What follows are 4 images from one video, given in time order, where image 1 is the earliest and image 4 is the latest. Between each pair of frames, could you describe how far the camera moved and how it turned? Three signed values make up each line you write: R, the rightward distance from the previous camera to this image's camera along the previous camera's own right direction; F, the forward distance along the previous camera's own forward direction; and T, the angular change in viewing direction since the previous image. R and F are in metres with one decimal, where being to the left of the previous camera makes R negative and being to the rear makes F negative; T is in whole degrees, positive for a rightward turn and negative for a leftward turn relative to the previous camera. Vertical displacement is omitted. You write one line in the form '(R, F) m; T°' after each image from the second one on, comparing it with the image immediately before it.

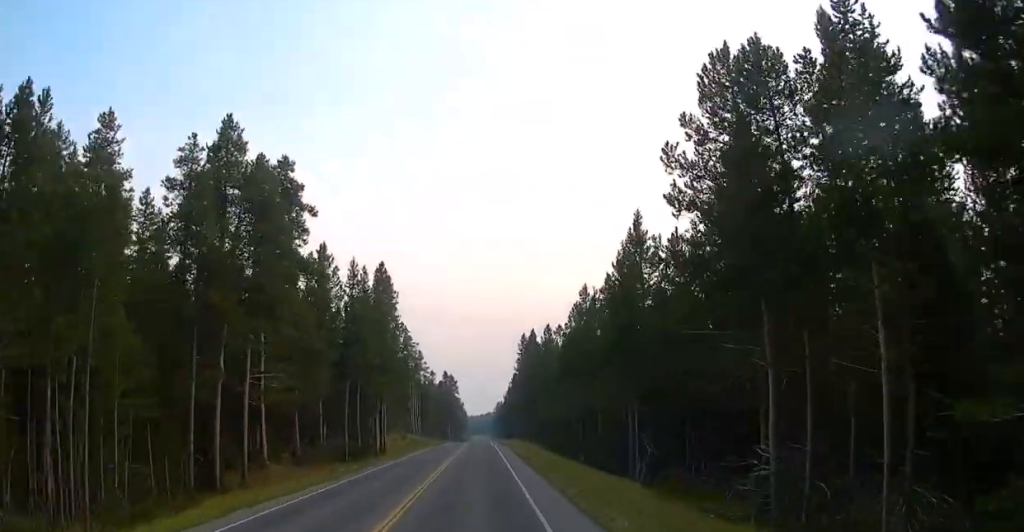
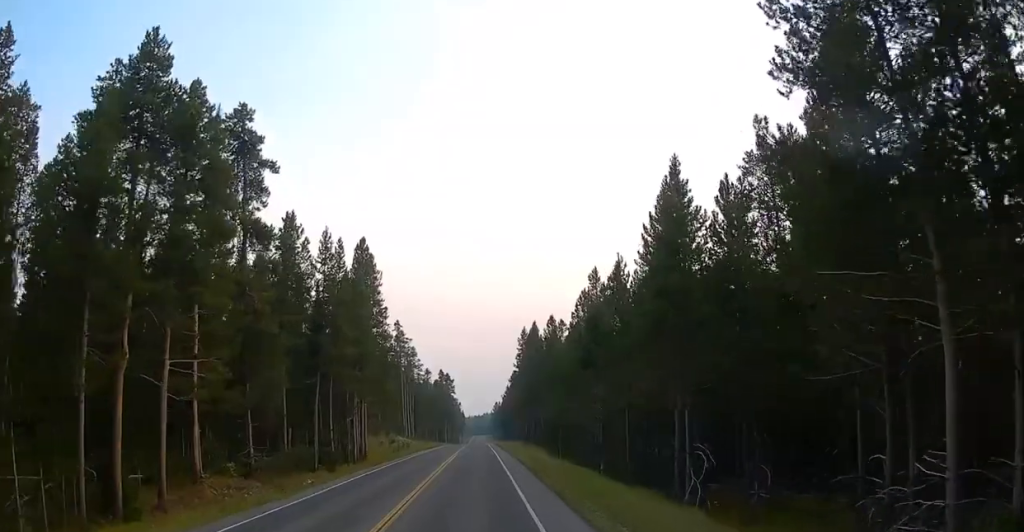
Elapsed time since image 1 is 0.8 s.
(0.0, +9.0) m; 0°
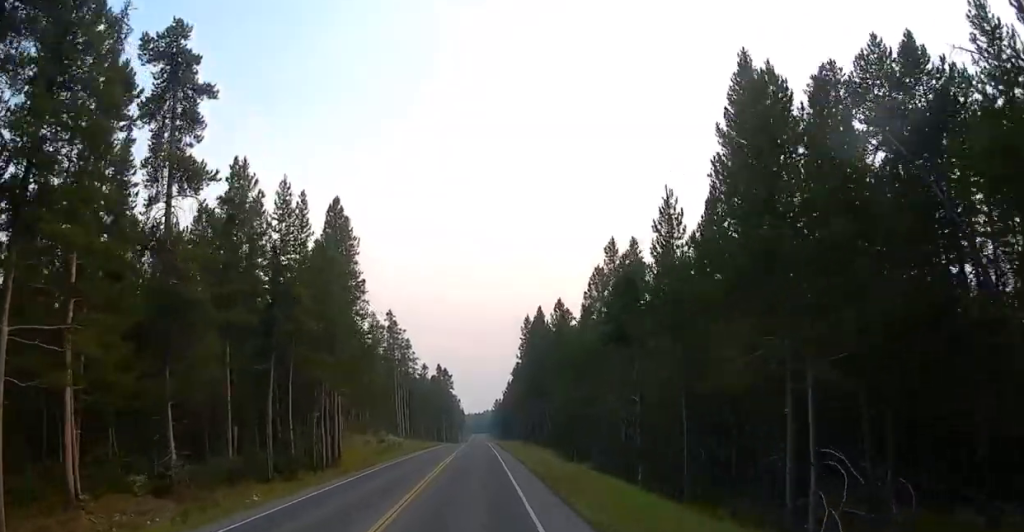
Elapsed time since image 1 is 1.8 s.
(0.0, +10.0) m; +1°
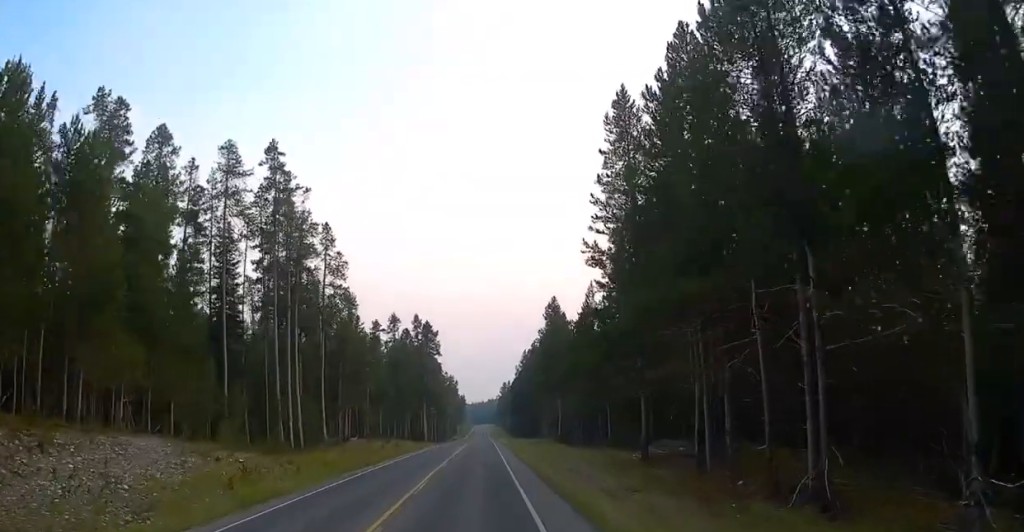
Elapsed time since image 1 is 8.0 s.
(-3.0, +70.2) m; 0°
